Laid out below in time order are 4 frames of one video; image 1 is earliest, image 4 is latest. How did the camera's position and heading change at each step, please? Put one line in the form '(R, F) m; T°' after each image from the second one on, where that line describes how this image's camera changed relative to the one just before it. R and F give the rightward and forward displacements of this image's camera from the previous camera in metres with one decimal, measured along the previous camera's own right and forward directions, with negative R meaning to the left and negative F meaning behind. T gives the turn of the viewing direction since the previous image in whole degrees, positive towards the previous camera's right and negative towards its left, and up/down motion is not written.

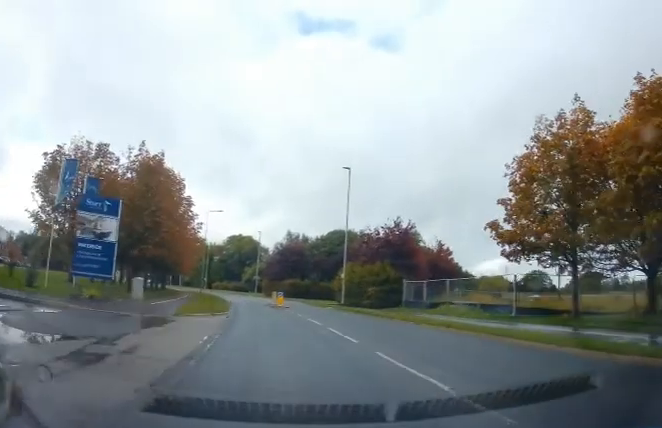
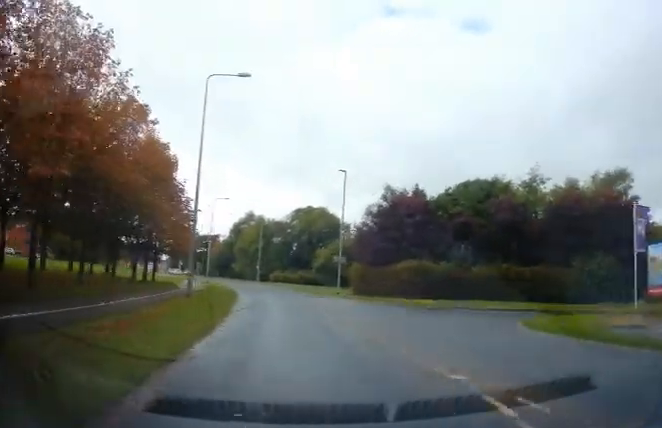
(-2.8, +36.4) m; -9°
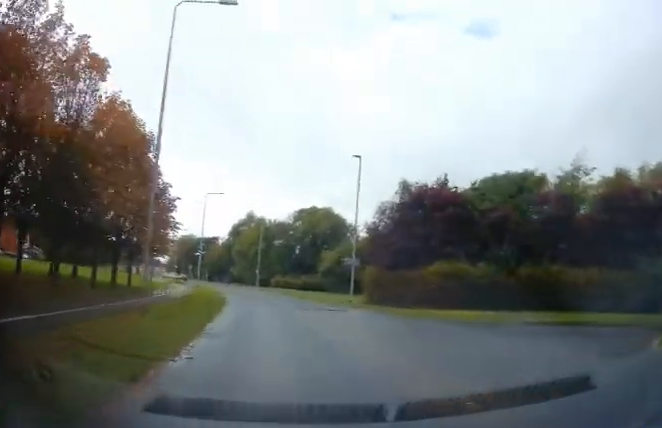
(0.0, +6.9) m; 0°
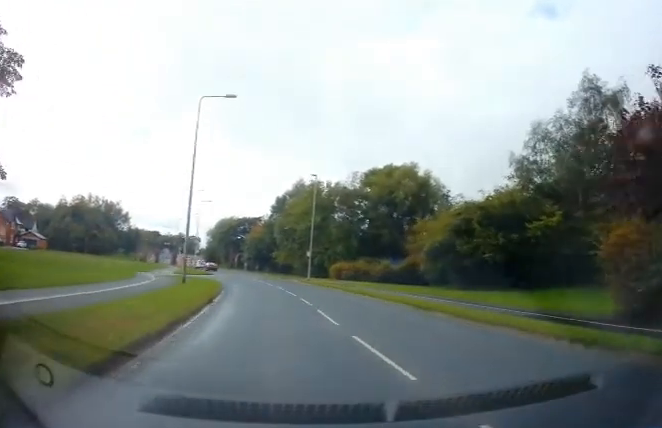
(-1.1, +25.4) m; -6°
